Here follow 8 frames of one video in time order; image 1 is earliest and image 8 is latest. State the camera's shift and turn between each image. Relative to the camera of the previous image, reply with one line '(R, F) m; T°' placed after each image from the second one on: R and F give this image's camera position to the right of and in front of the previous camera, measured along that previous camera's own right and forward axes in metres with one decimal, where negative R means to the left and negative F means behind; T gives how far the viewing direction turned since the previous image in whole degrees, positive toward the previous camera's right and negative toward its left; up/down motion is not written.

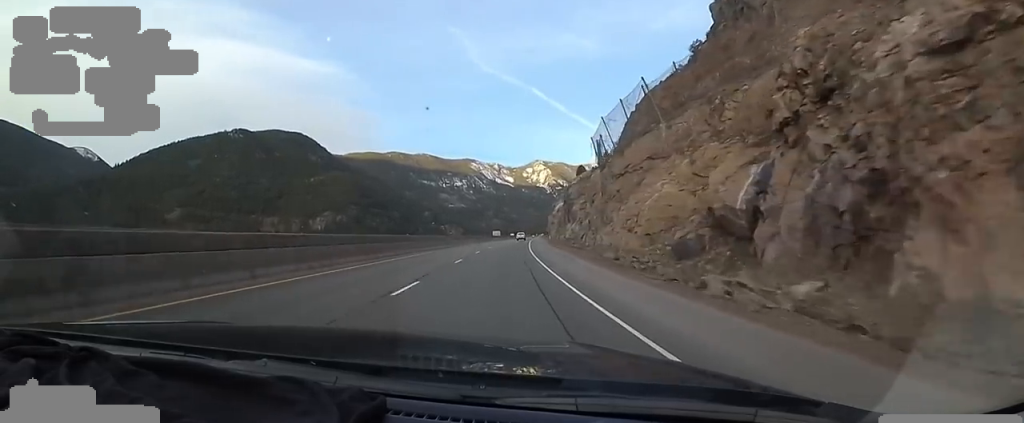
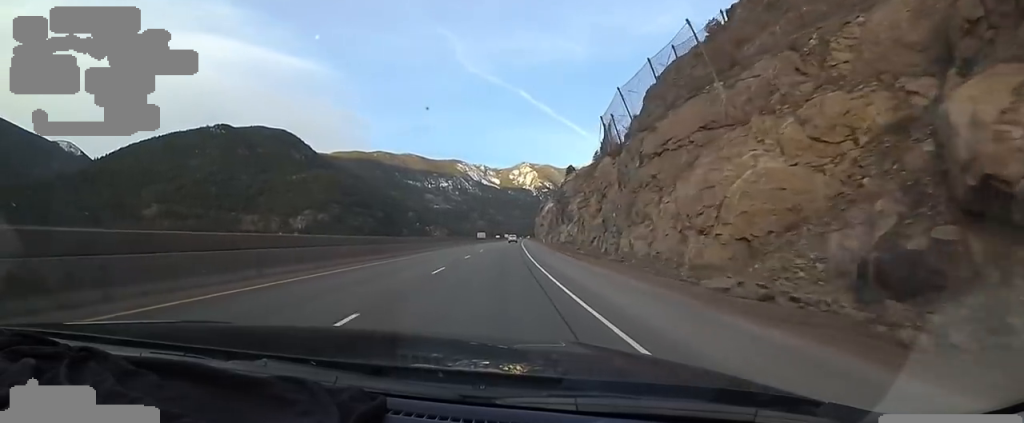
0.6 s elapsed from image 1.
(+0.1, +17.4) m; +2°
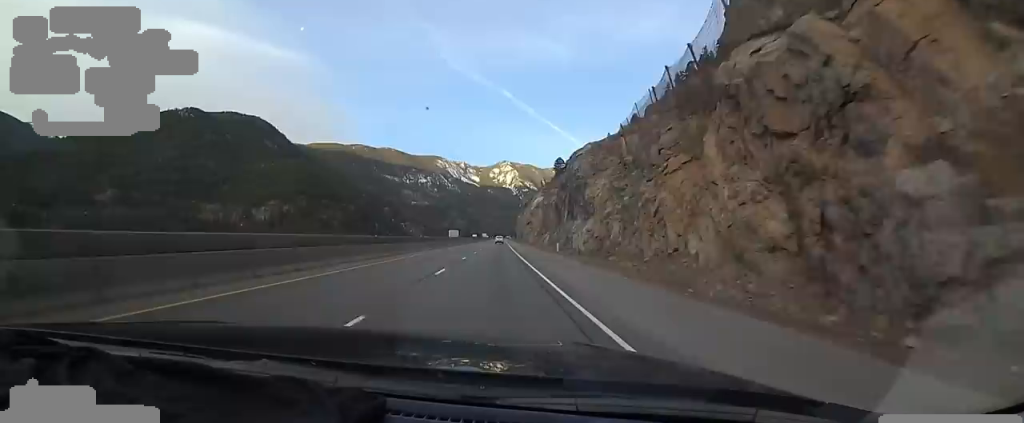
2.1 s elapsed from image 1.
(+2.4, +48.2) m; +2°
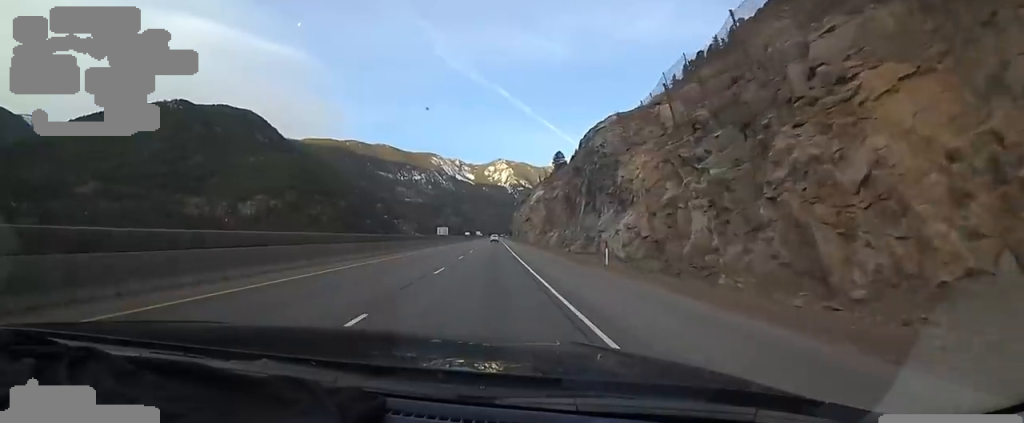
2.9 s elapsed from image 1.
(-1.4, +23.7) m; 0°
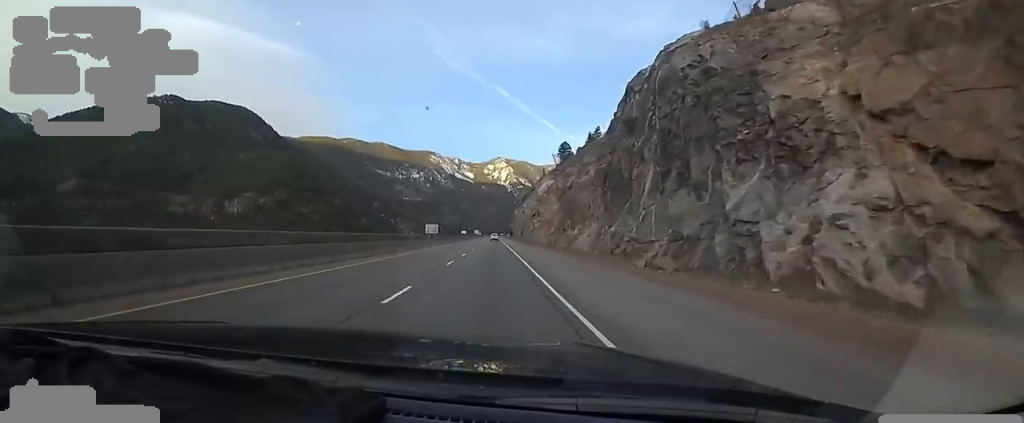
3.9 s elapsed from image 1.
(+1.1, +32.1) m; +1°
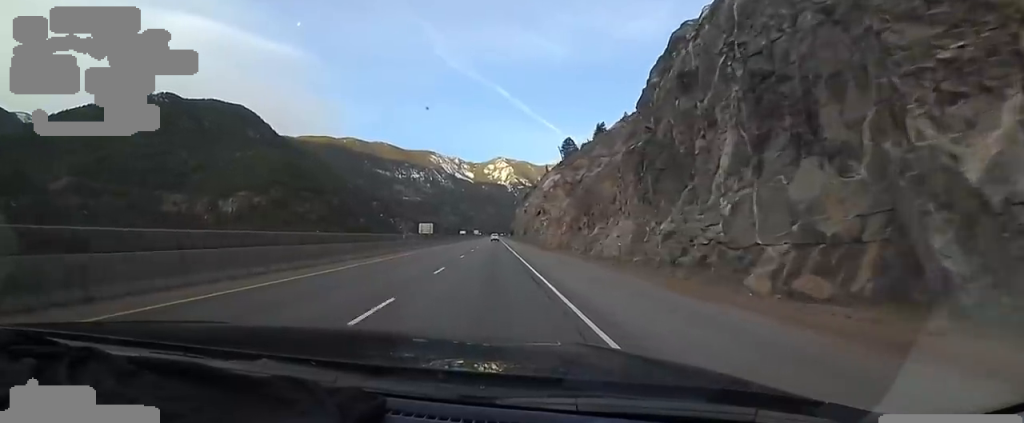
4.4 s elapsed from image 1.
(0.0, +14.6) m; 0°
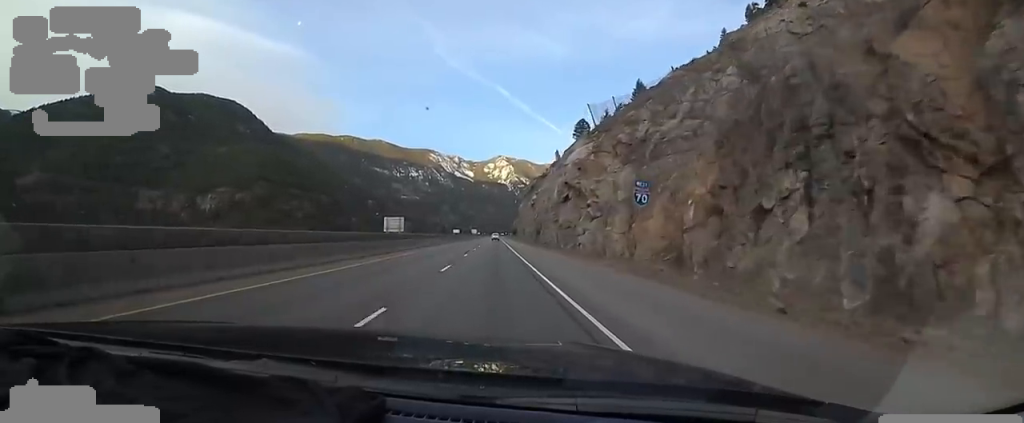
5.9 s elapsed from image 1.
(+0.1, +48.2) m; 0°
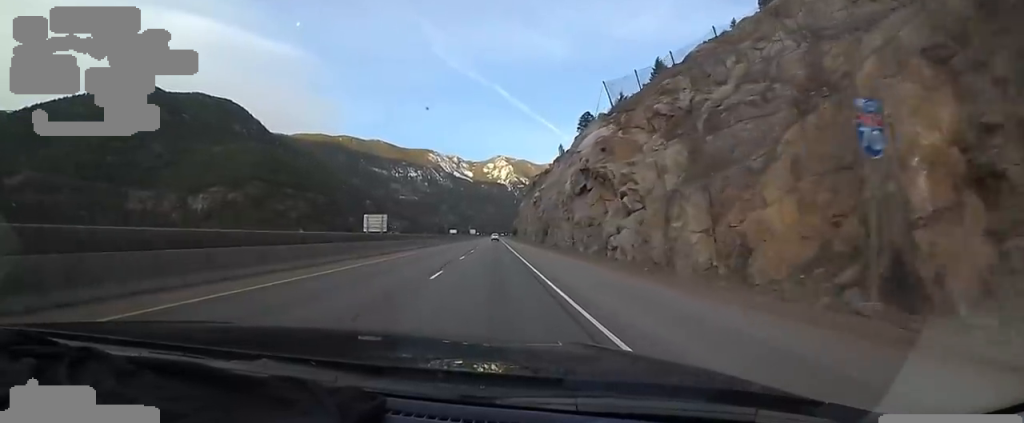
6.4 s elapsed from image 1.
(-0.1, +15.8) m; 0°
